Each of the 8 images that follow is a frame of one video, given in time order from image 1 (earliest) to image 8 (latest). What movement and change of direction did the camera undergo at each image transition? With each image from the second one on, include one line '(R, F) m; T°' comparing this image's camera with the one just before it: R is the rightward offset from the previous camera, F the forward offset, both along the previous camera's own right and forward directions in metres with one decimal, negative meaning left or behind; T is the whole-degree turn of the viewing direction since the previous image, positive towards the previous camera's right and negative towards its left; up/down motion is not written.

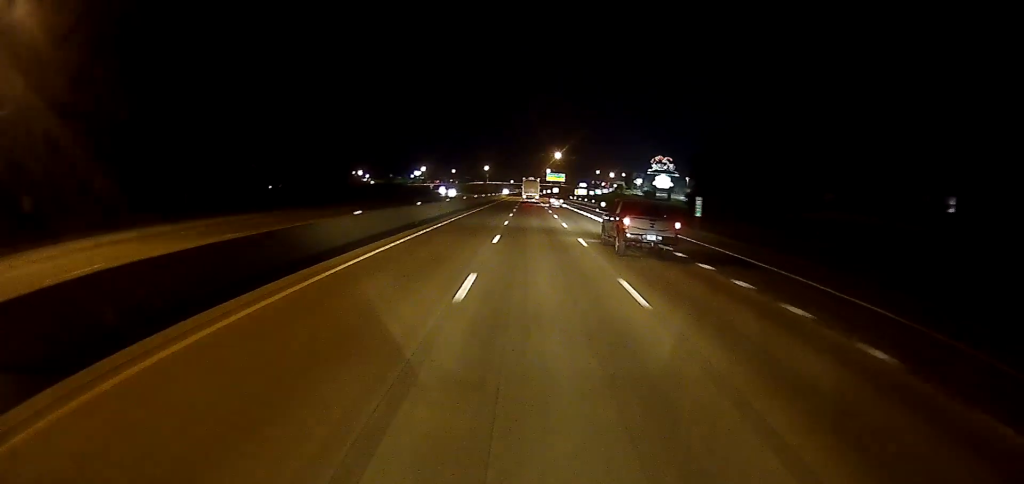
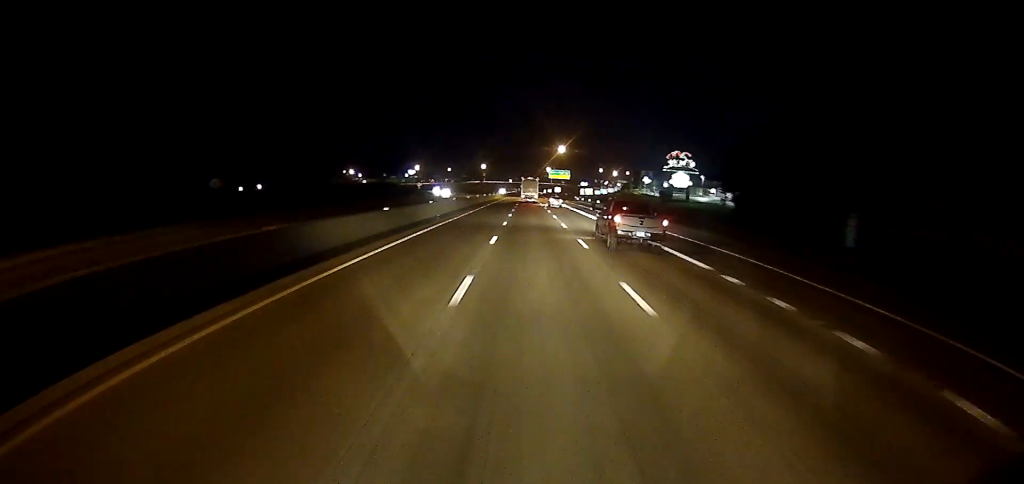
(0.0, +24.8) m; 0°
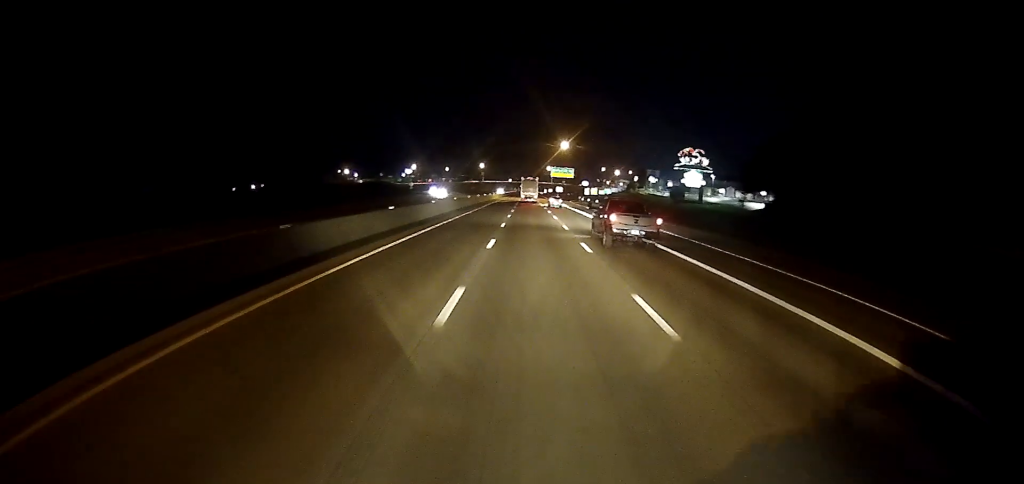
(0.0, +13.9) m; 0°
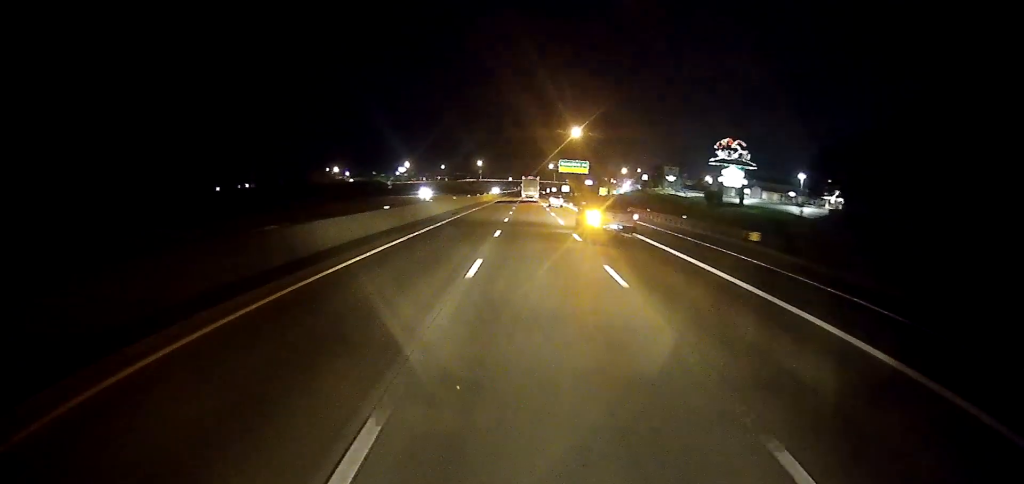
(0.0, +31.8) m; +1°
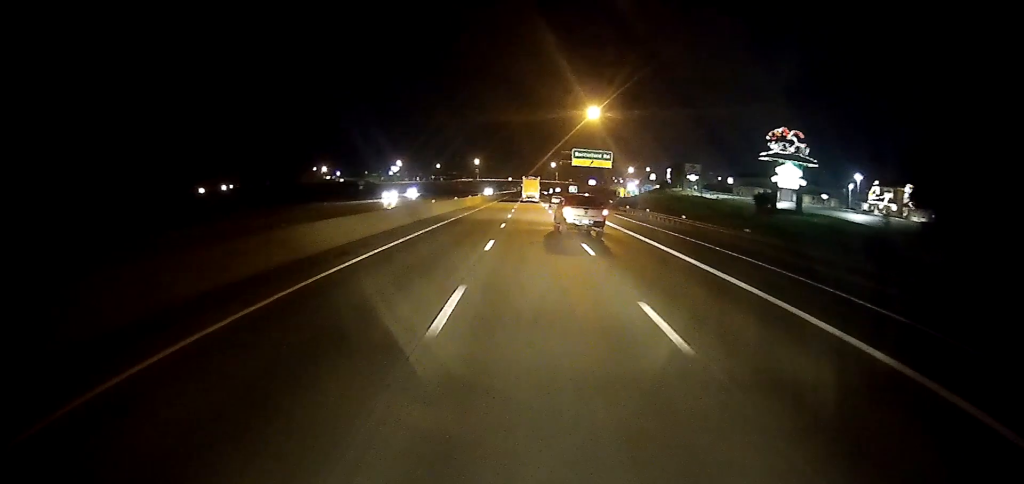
(+0.5, +29.8) m; 0°
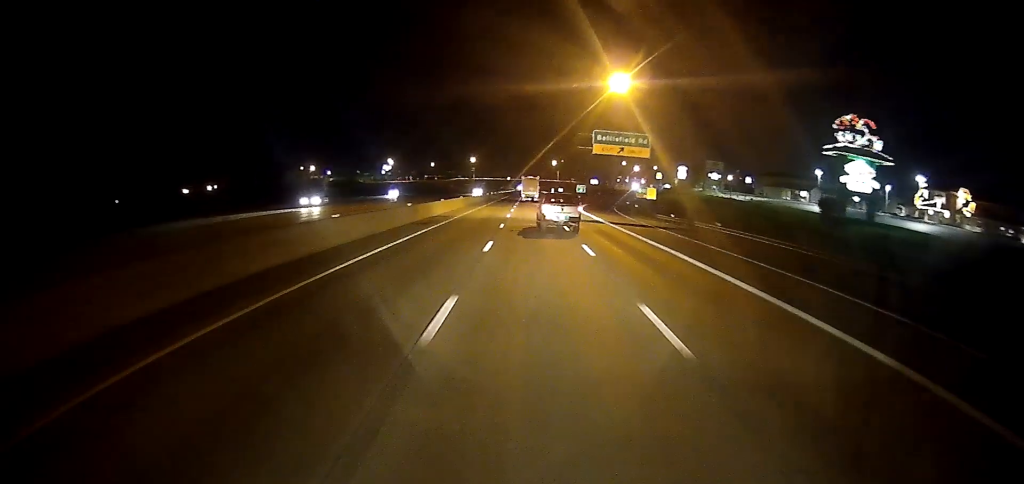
(-0.2, +24.9) m; -1°
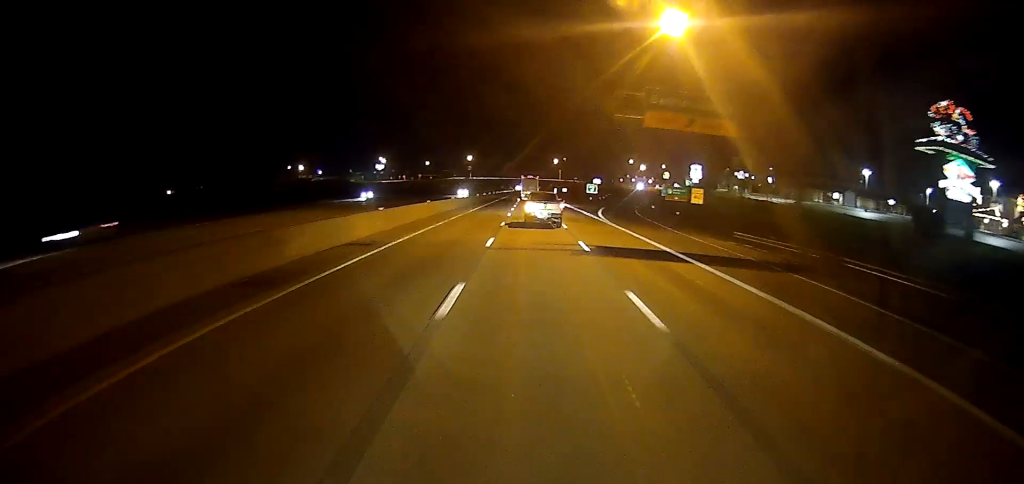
(-0.2, +22.8) m; -1°
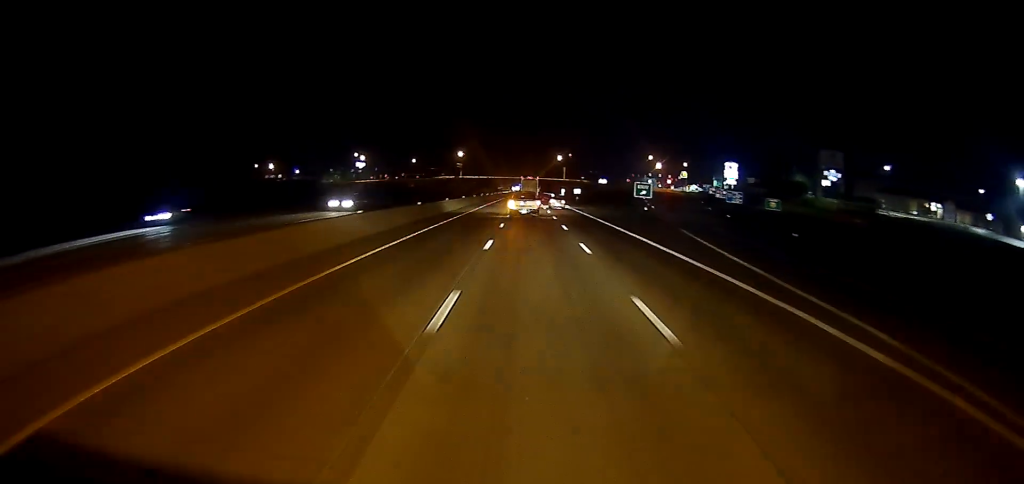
(0.0, +49.6) m; 0°
